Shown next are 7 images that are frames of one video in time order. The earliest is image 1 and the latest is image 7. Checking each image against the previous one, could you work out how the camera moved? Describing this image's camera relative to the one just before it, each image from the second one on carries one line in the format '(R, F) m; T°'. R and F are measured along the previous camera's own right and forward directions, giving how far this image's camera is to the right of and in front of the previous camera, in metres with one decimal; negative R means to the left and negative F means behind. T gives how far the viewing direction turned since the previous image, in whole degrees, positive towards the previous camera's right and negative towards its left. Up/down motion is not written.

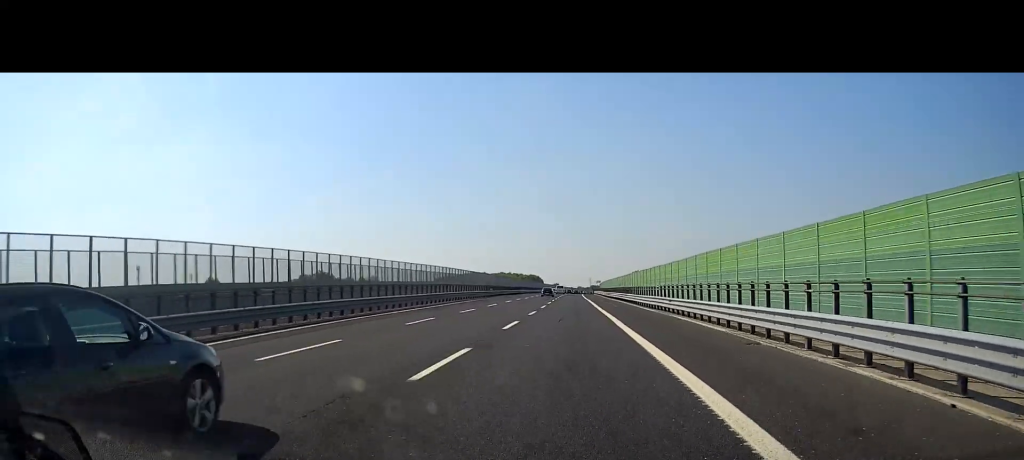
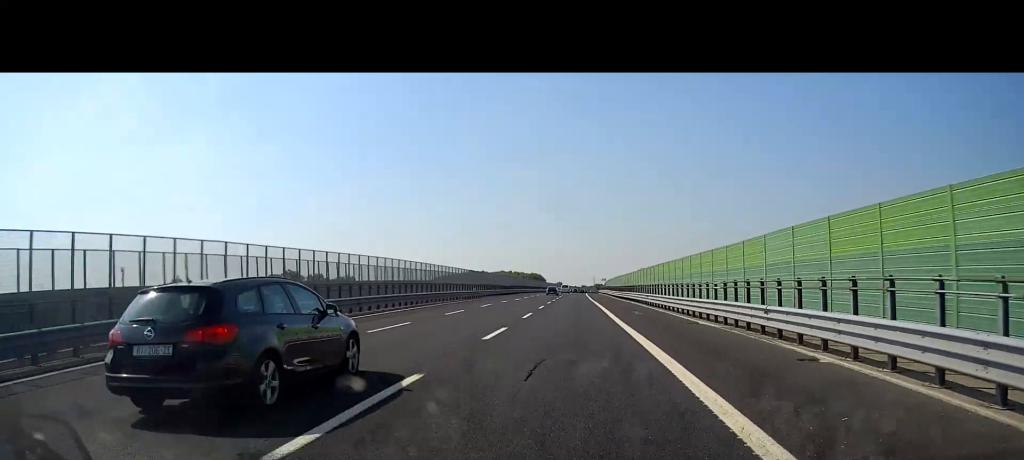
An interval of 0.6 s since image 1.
(0.0, +15.9) m; 0°
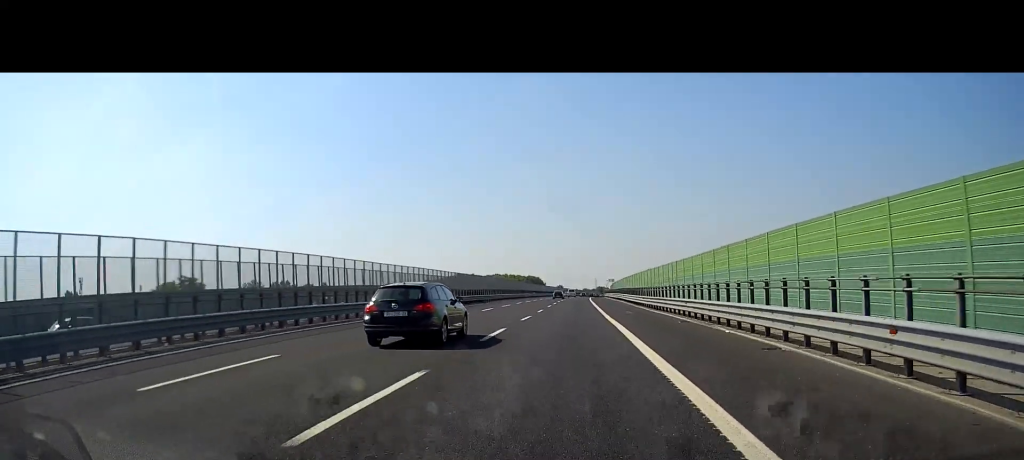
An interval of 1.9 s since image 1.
(-0.1, +33.6) m; -1°
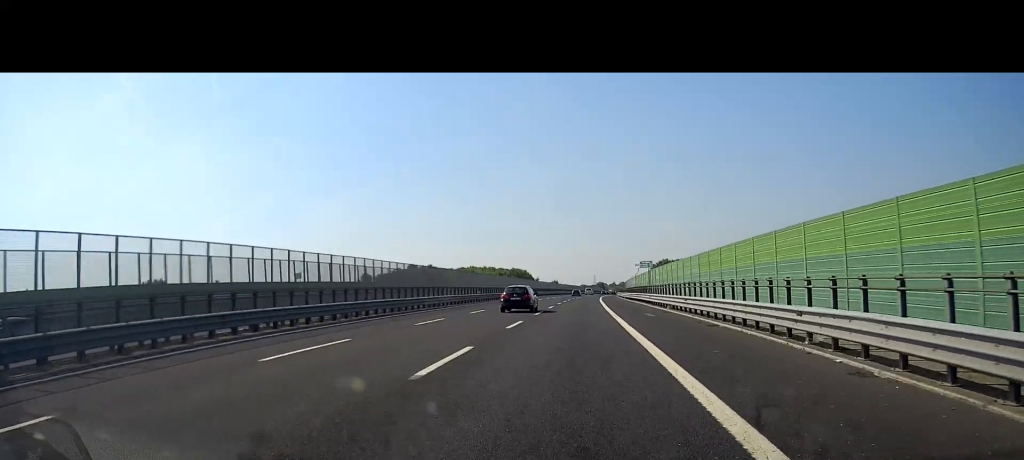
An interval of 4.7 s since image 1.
(-0.9, +75.9) m; -1°
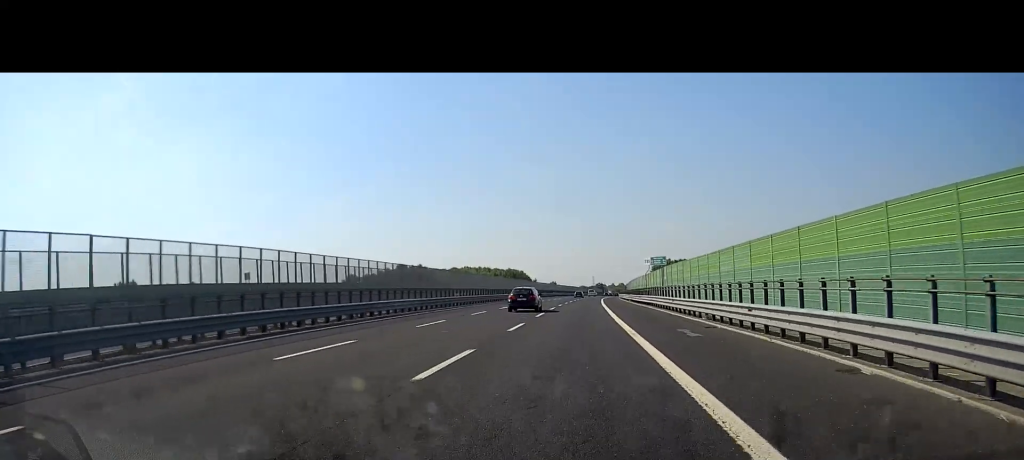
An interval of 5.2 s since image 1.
(0.0, +11.5) m; 0°
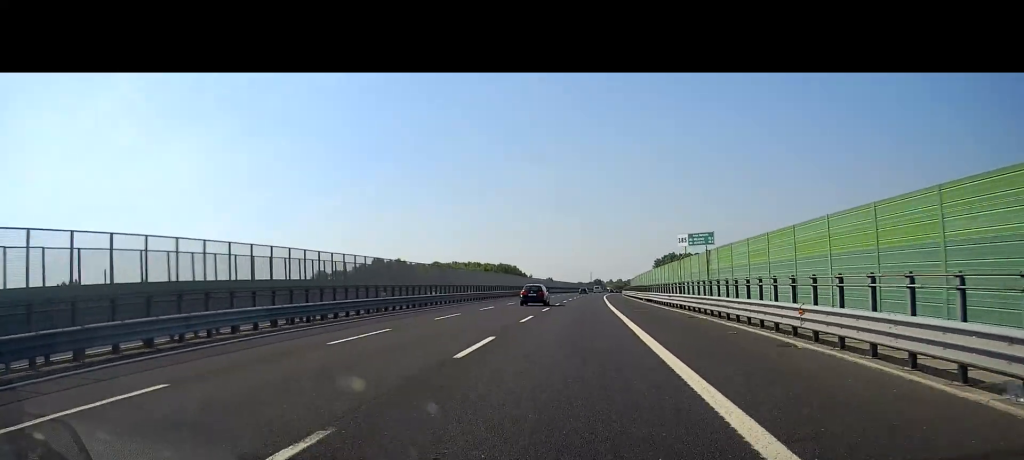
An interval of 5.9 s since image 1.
(0.0, +20.2) m; +1°
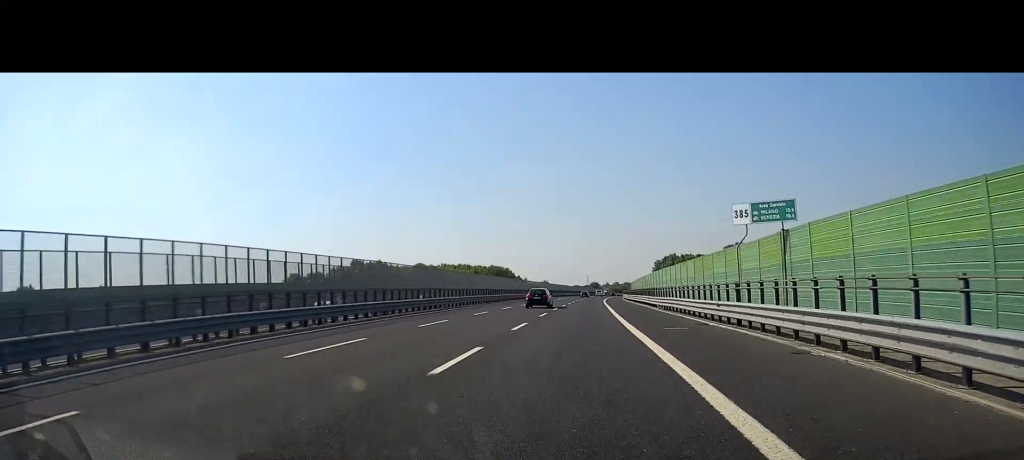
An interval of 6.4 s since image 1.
(0.0, +13.2) m; +1°
